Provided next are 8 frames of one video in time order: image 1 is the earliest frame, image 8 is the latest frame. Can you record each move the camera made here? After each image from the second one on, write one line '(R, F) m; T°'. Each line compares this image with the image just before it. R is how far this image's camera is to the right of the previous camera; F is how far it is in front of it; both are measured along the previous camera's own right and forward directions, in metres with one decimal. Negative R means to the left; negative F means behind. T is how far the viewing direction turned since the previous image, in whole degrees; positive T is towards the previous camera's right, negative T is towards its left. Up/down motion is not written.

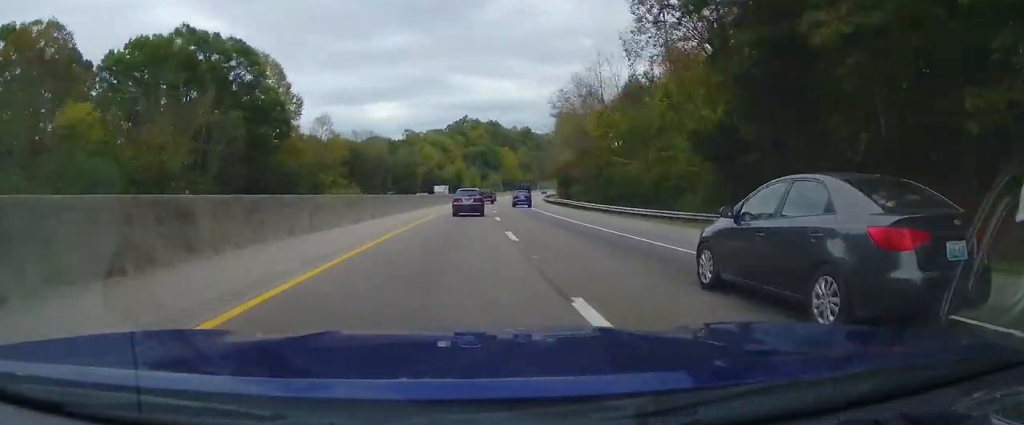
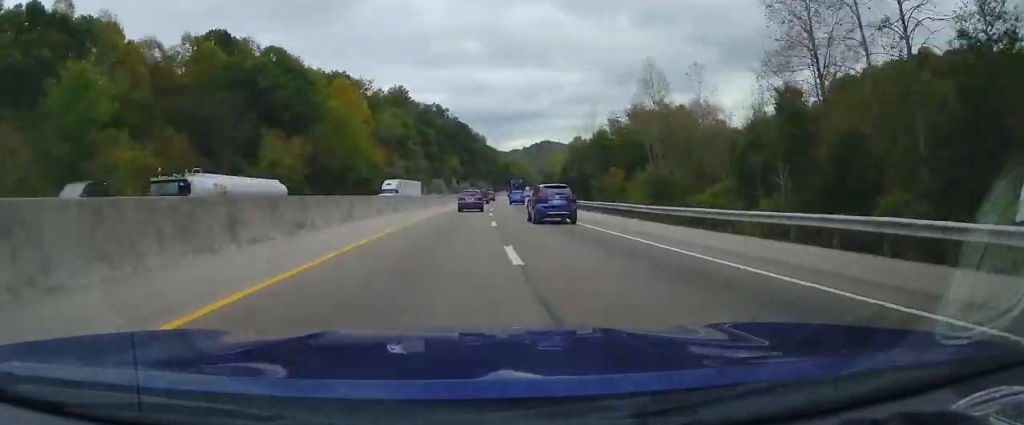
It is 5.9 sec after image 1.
(+19.5, +190.3) m; +13°
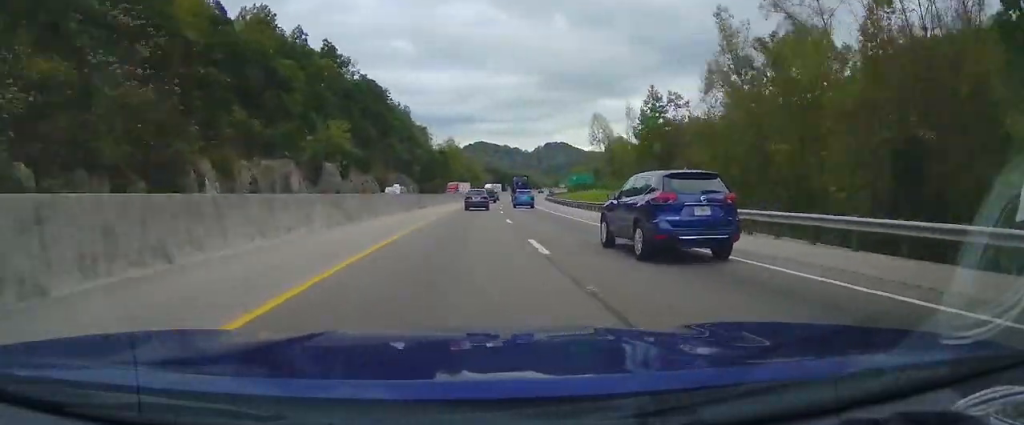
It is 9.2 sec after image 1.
(+9.3, +109.7) m; +7°
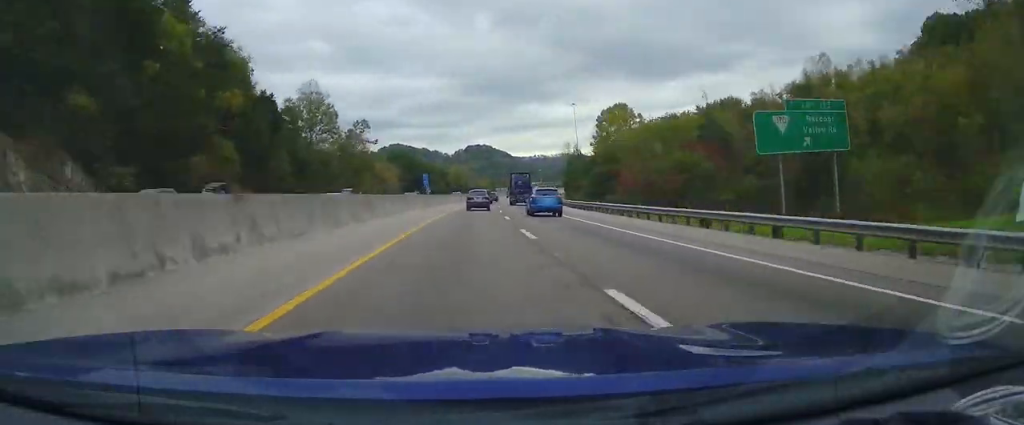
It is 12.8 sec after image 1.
(+8.3, +119.9) m; +7°
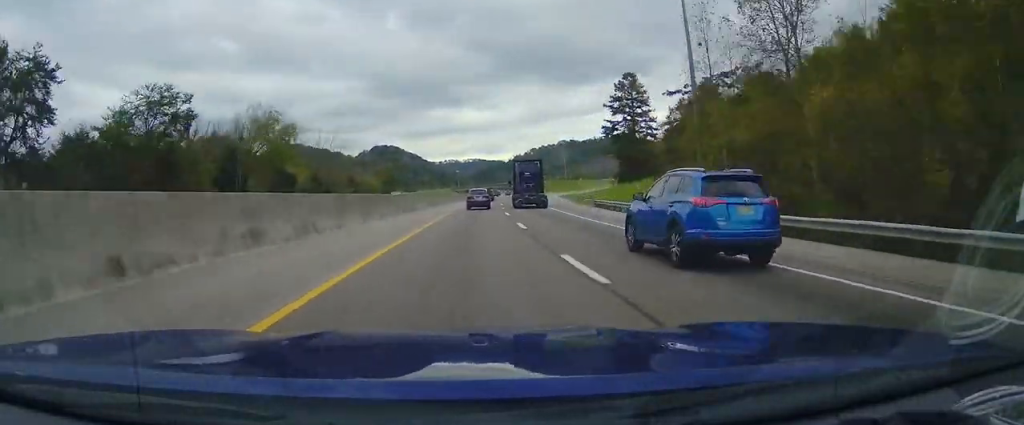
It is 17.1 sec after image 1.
(+10.1, +143.7) m; +6°
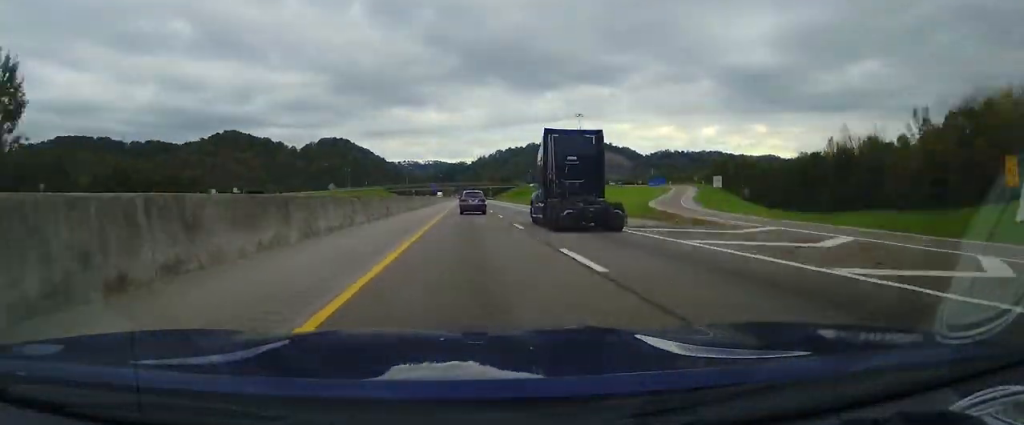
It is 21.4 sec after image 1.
(+4.7, +145.3) m; +2°
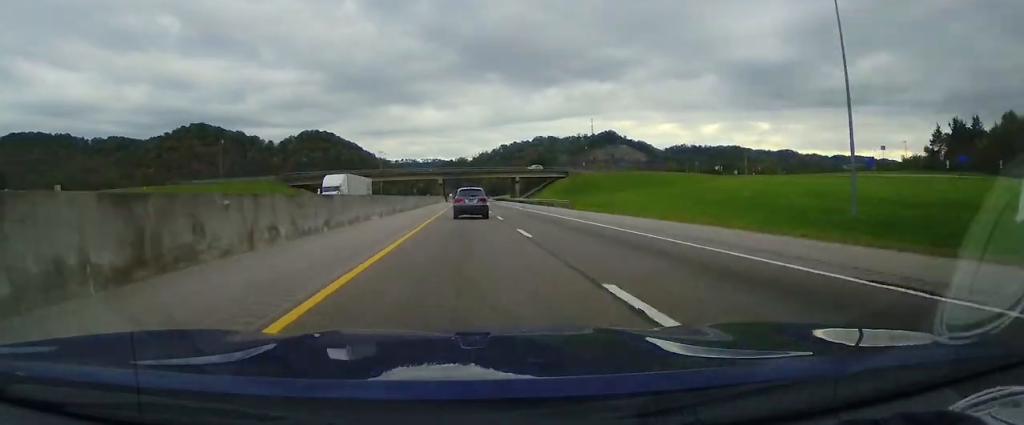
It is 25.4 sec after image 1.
(-0.1, +136.4) m; 0°
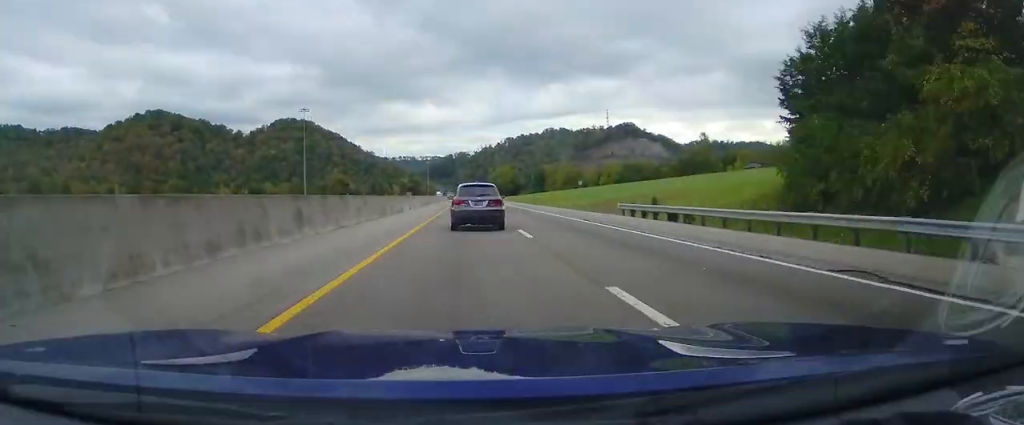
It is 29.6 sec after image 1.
(0.0, +143.5) m; 0°
